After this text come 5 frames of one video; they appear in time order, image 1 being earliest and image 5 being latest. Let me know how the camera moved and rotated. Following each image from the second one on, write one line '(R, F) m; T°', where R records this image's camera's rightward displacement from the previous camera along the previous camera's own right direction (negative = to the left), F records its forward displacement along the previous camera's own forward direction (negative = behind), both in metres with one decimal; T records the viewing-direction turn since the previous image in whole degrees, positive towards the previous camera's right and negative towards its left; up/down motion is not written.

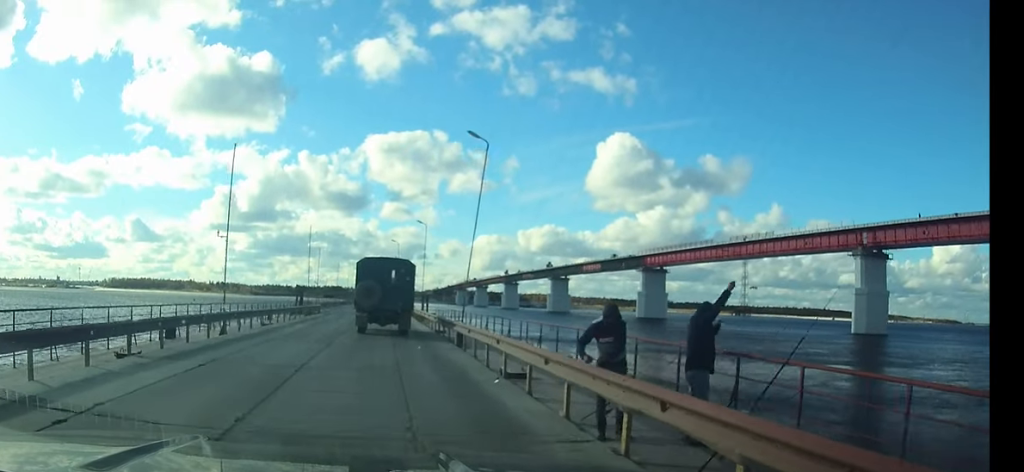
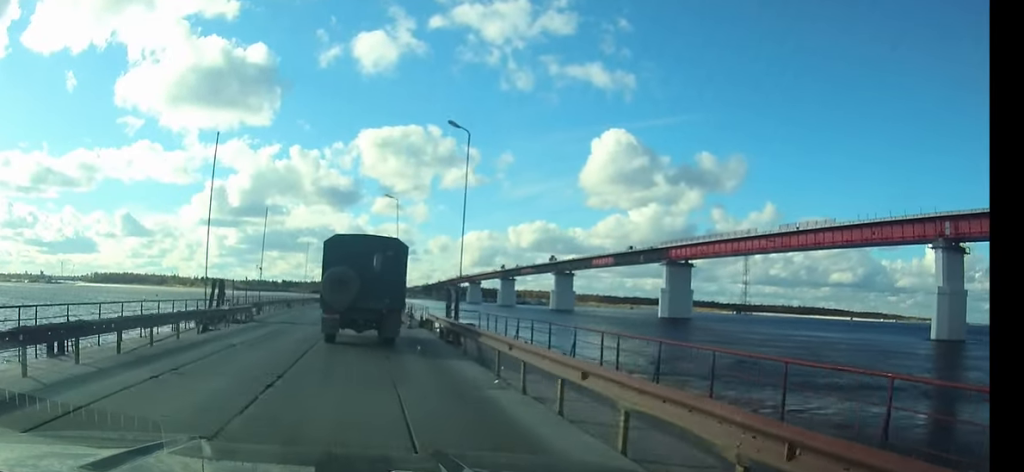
(+0.2, +25.0) m; 0°
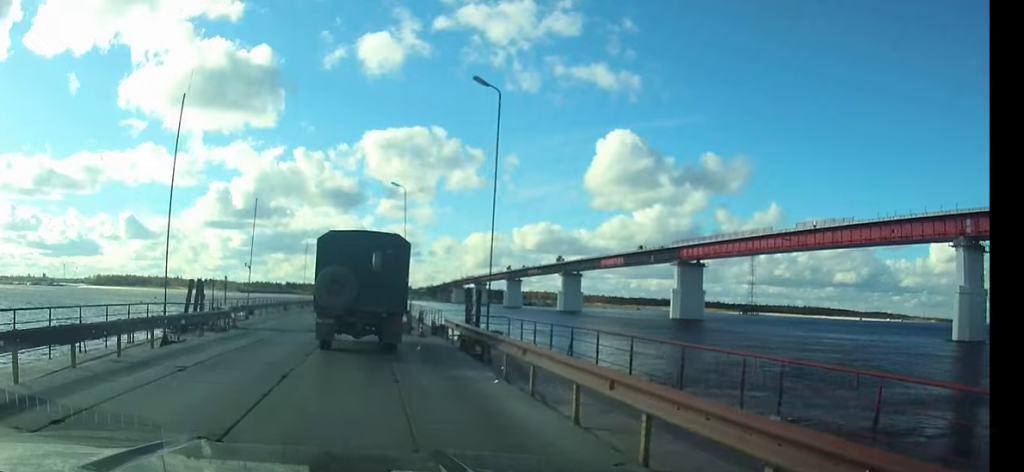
(0.0, +4.3) m; 0°
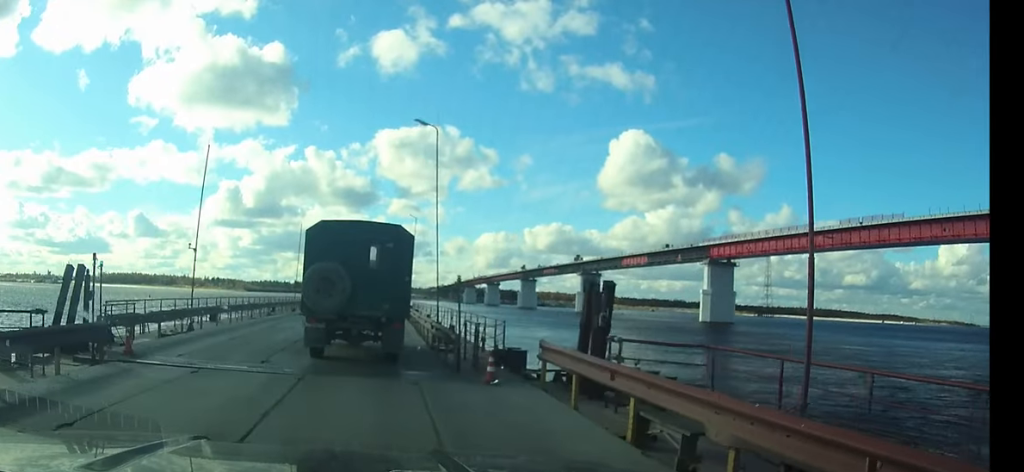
(-0.1, +12.2) m; -1°
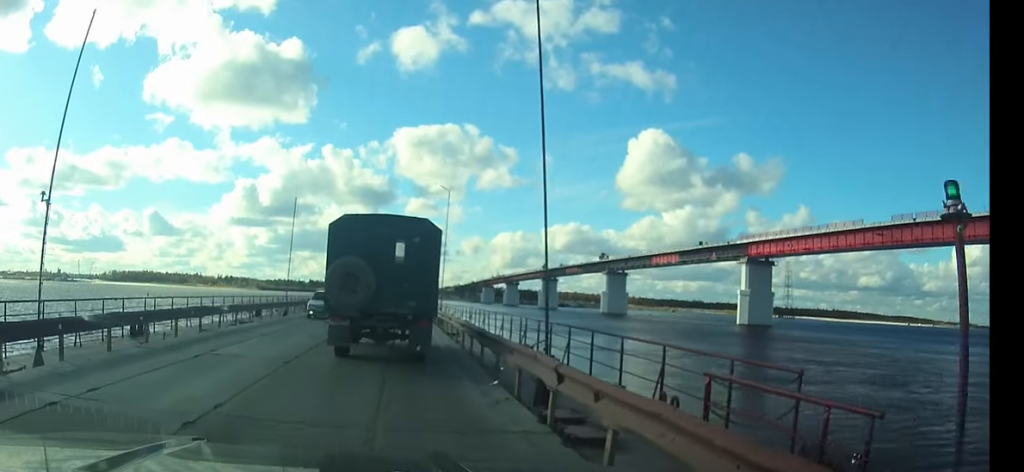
(-0.2, +12.3) m; -1°
